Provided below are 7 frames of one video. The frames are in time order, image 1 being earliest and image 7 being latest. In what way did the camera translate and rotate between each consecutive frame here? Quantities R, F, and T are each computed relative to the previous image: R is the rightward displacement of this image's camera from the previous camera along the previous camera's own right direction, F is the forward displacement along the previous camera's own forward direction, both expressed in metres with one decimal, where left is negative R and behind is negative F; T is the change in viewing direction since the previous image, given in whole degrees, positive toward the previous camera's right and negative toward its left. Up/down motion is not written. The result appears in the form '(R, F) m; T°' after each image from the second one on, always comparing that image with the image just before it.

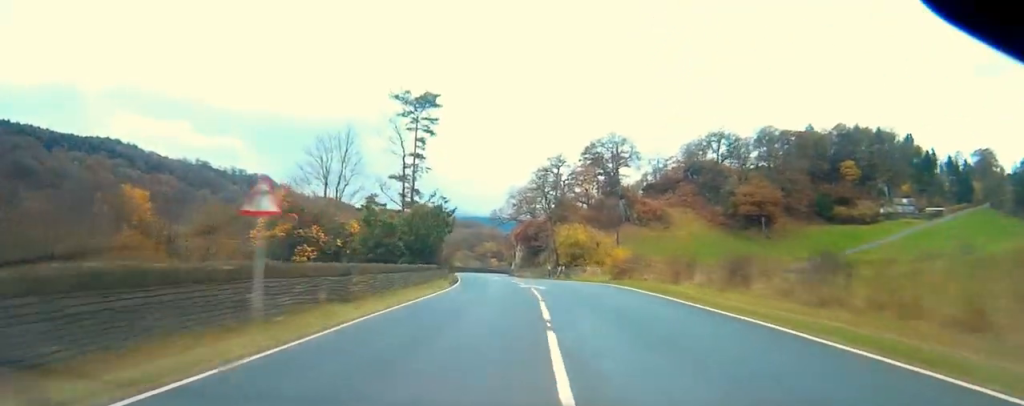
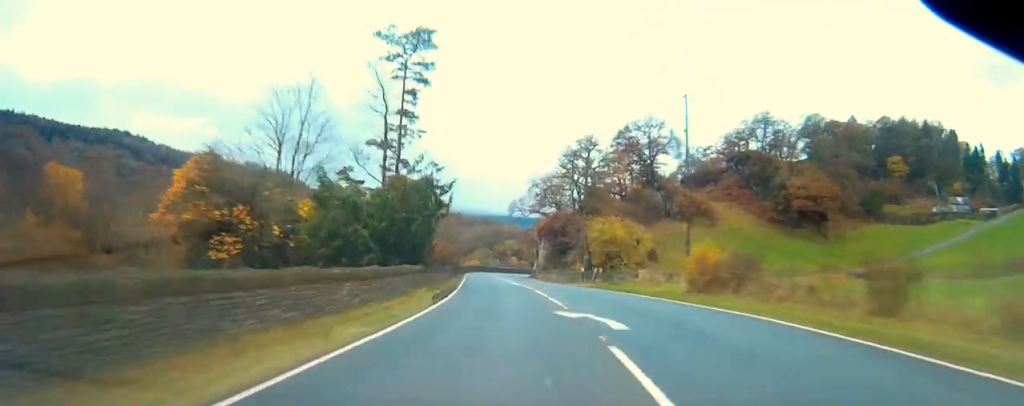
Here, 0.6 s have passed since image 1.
(-0.2, +19.9) m; -1°
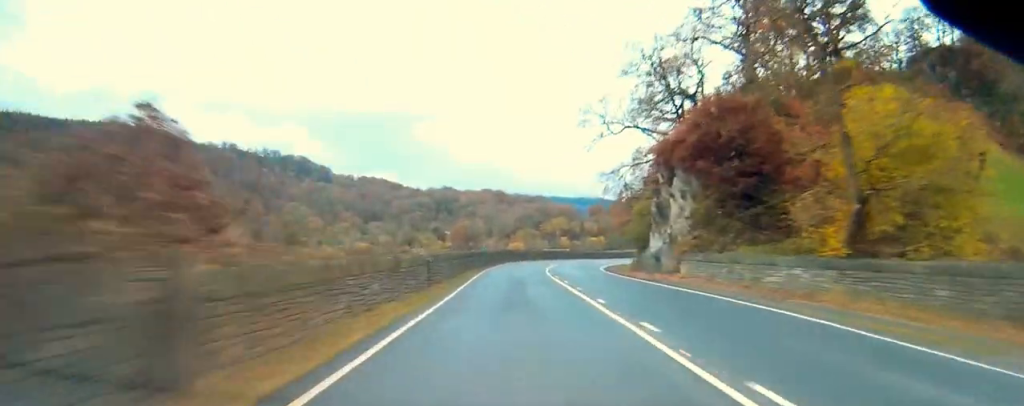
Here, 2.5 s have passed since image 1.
(-1.9, +65.4) m; -2°
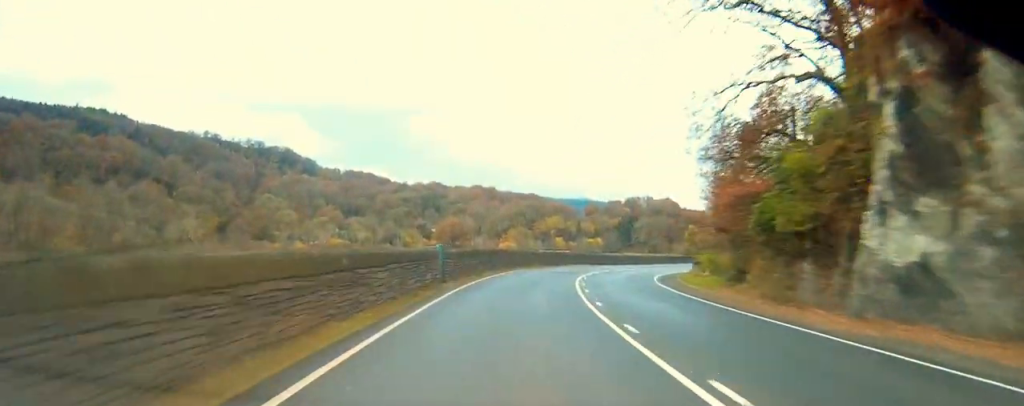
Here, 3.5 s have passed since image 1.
(0.0, +28.8) m; +2°
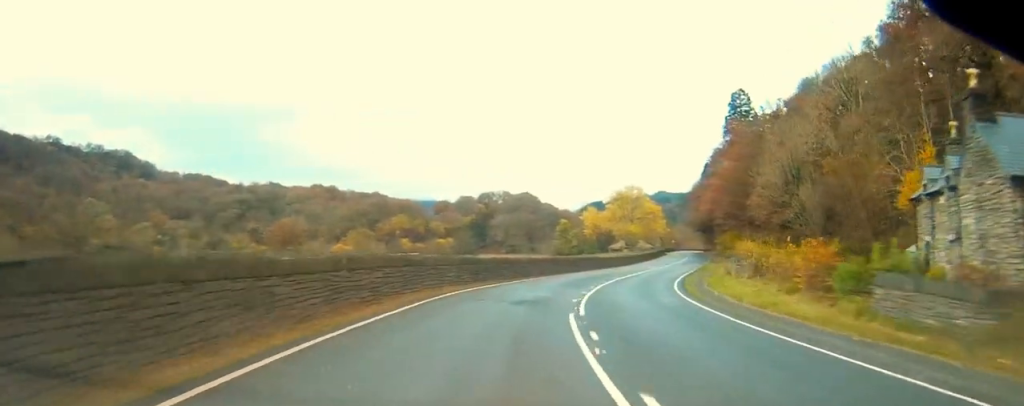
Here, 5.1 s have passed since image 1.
(+3.9, +42.0) m; +15°
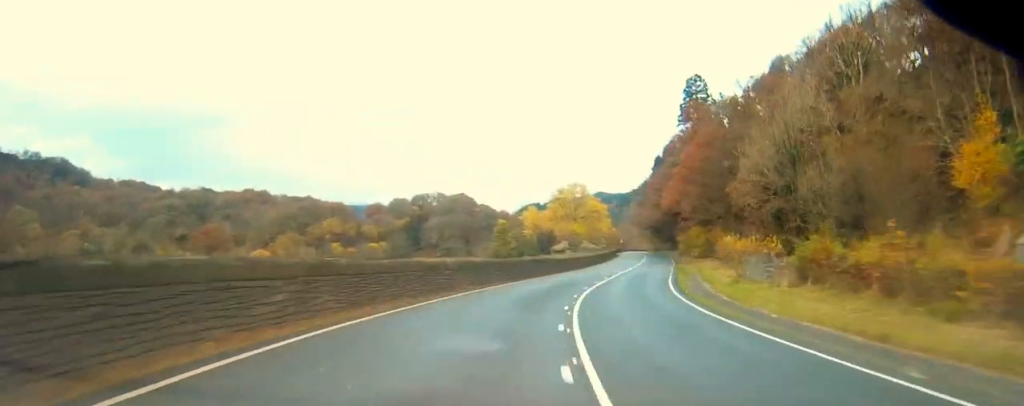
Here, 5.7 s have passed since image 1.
(+1.7, +14.2) m; +5°
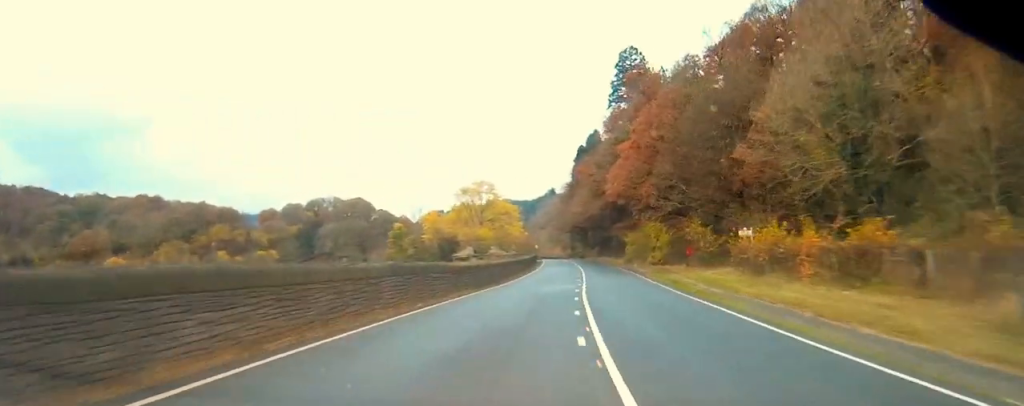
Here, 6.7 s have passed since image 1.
(+0.9, +27.0) m; +2°
